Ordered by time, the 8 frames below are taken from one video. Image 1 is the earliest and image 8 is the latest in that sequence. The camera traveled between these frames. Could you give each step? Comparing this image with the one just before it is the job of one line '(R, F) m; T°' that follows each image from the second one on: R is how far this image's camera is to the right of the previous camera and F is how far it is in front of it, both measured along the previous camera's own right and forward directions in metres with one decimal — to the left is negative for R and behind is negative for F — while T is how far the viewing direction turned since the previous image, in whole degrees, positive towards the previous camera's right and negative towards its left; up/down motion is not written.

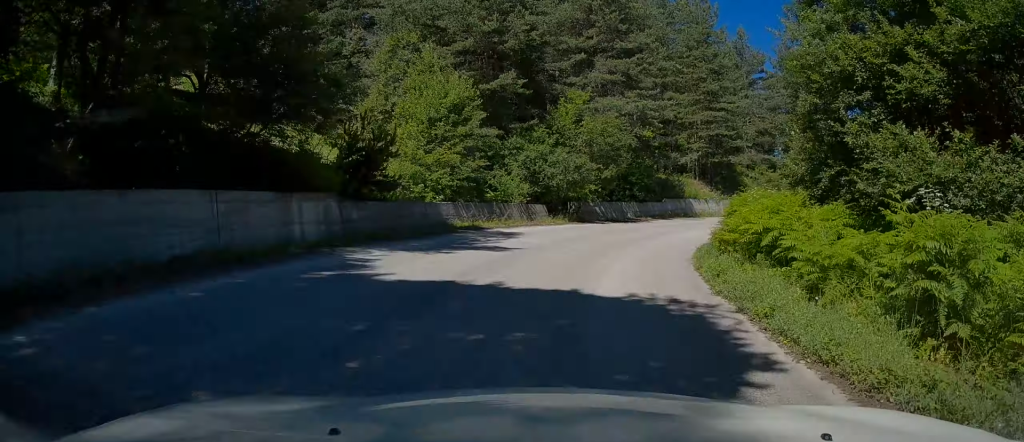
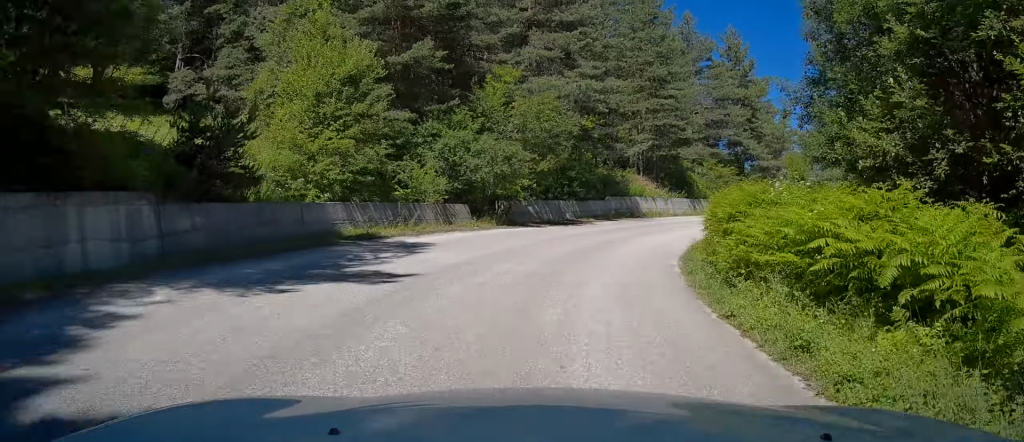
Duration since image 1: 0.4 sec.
(+1.0, +5.4) m; +6°
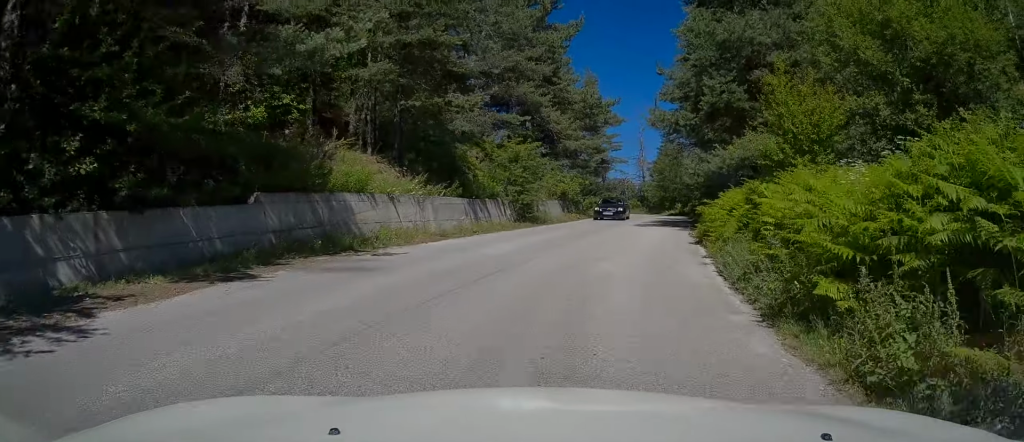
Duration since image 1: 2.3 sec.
(+4.0, +23.8) m; +18°
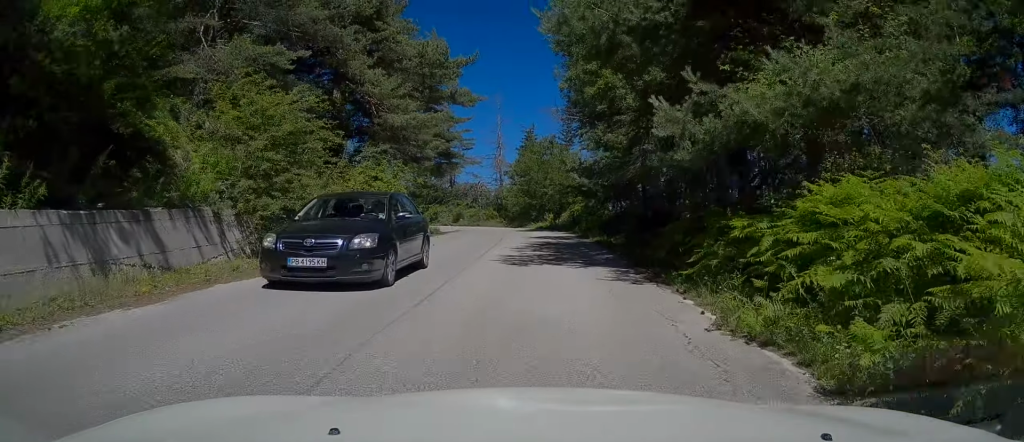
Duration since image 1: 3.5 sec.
(+1.8, +15.5) m; +10°
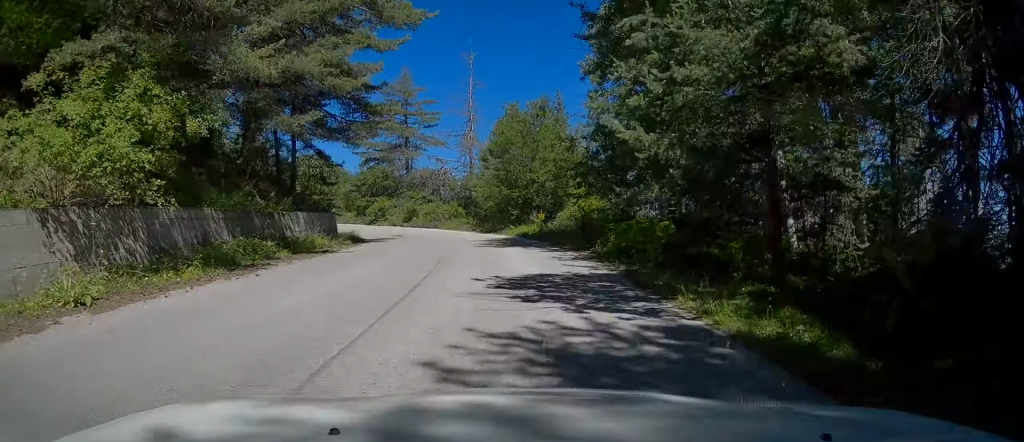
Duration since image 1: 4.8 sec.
(+0.9, +17.7) m; +2°
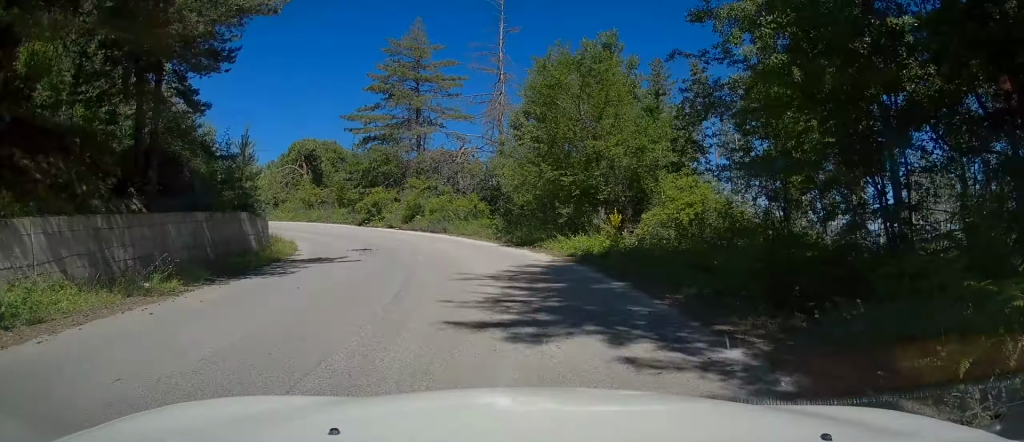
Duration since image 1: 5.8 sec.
(-0.4, +14.4) m; -4°
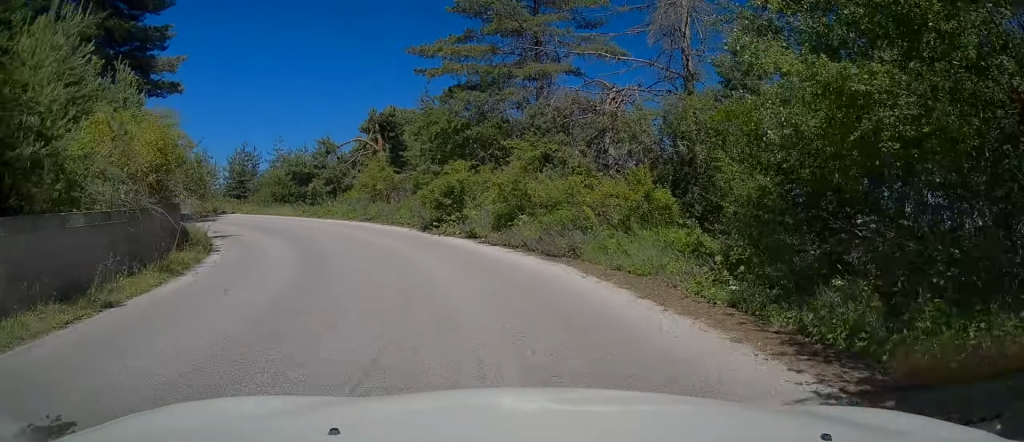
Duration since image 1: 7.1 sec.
(-1.4, +16.5) m; -12°
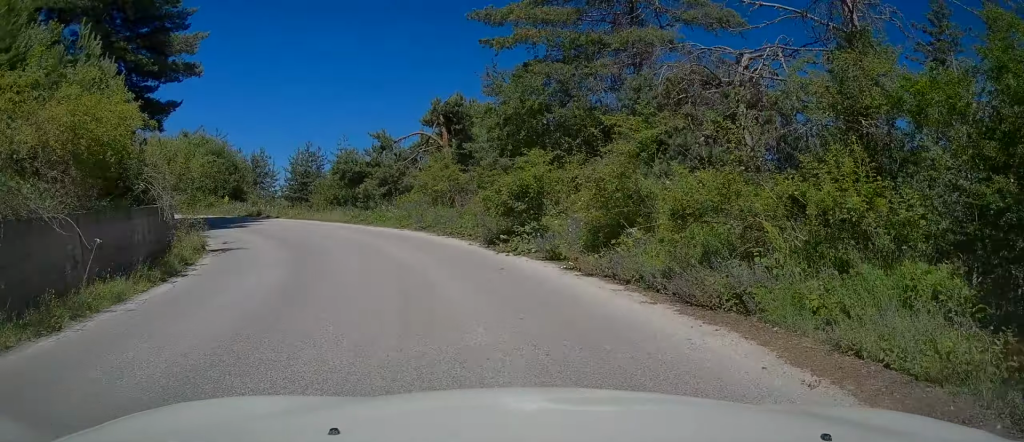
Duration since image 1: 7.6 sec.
(-0.3, +5.3) m; -6°
